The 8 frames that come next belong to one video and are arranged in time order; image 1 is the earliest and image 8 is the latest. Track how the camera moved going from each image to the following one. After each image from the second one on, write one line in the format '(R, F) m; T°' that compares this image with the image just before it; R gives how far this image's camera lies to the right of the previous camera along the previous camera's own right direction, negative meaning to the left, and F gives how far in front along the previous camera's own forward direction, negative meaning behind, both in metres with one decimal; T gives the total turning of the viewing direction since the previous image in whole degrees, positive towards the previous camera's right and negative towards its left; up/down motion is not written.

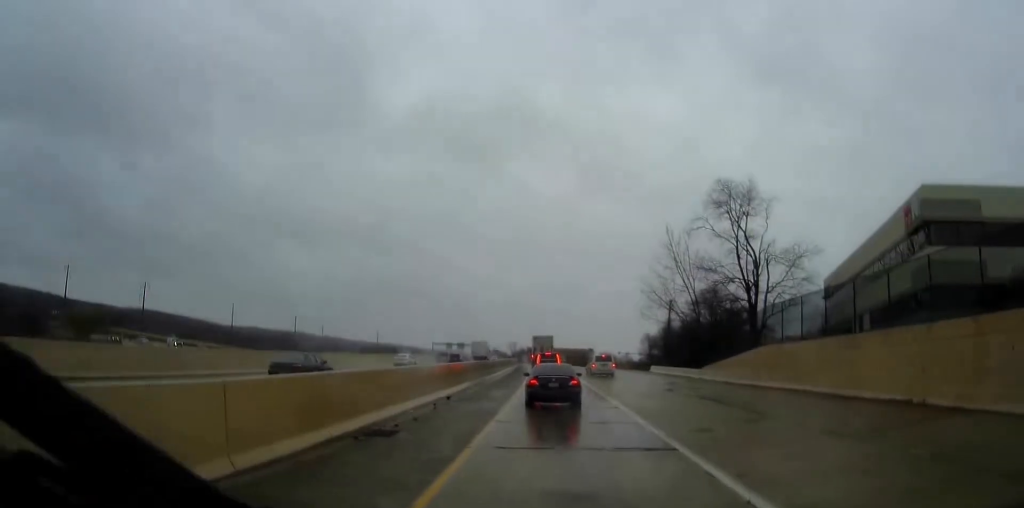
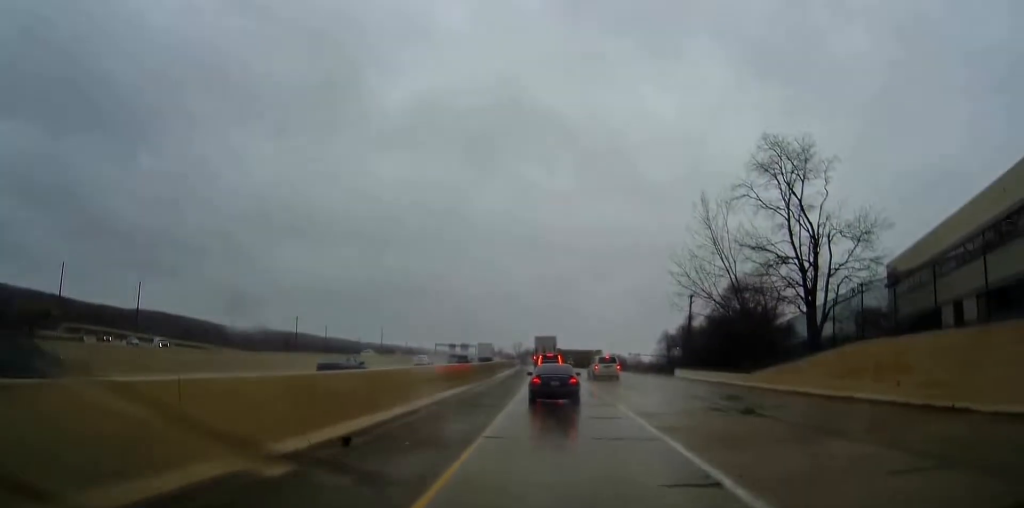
(-0.1, +12.0) m; -1°
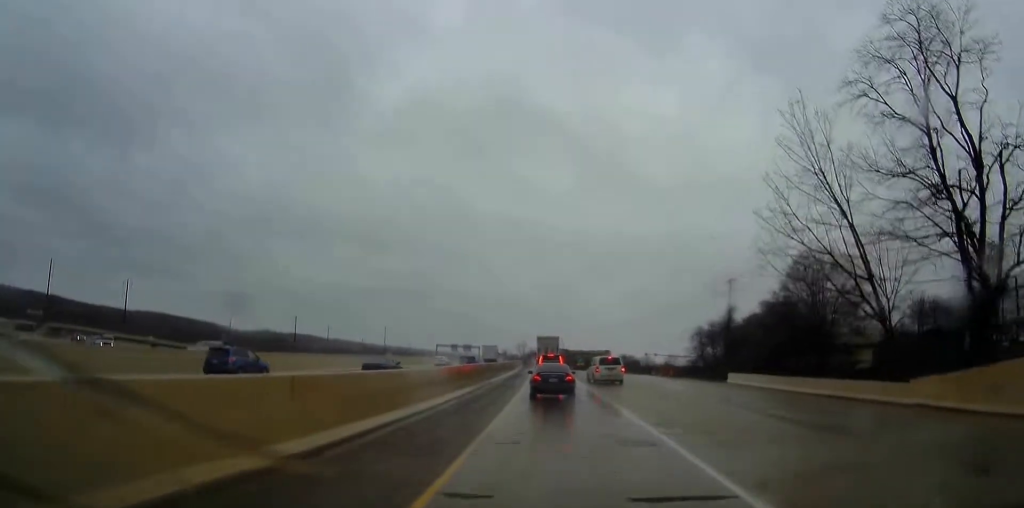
(-0.2, +18.4) m; -2°
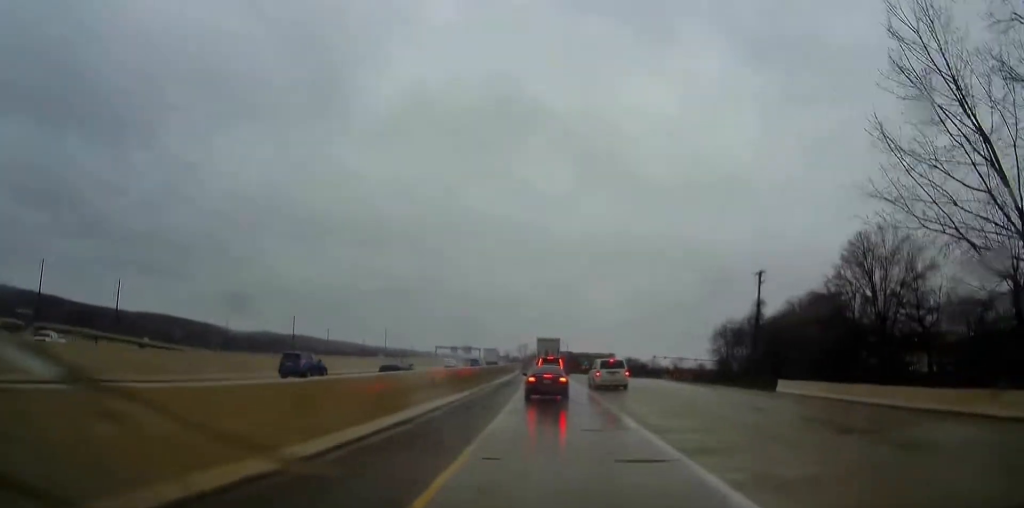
(-0.1, +10.5) m; -1°
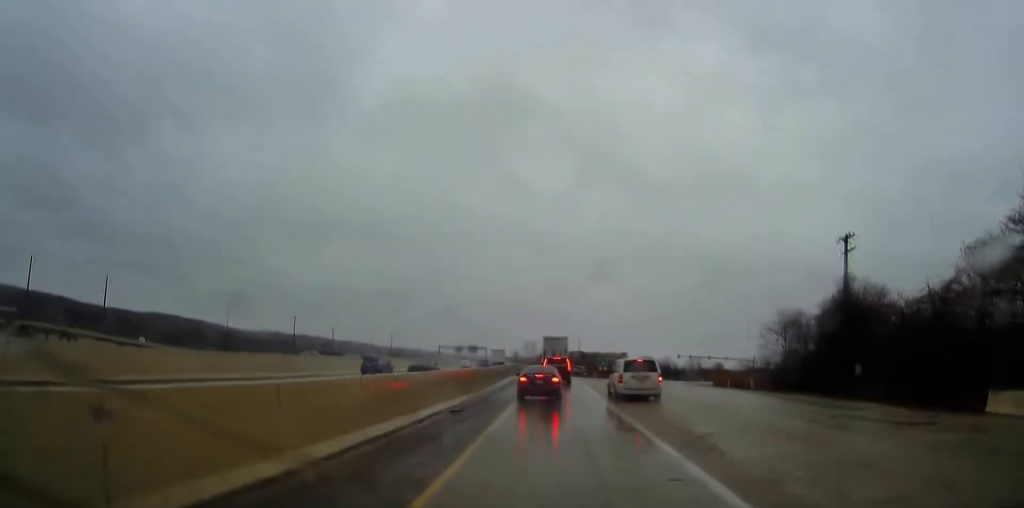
(-0.2, +19.5) m; -1°
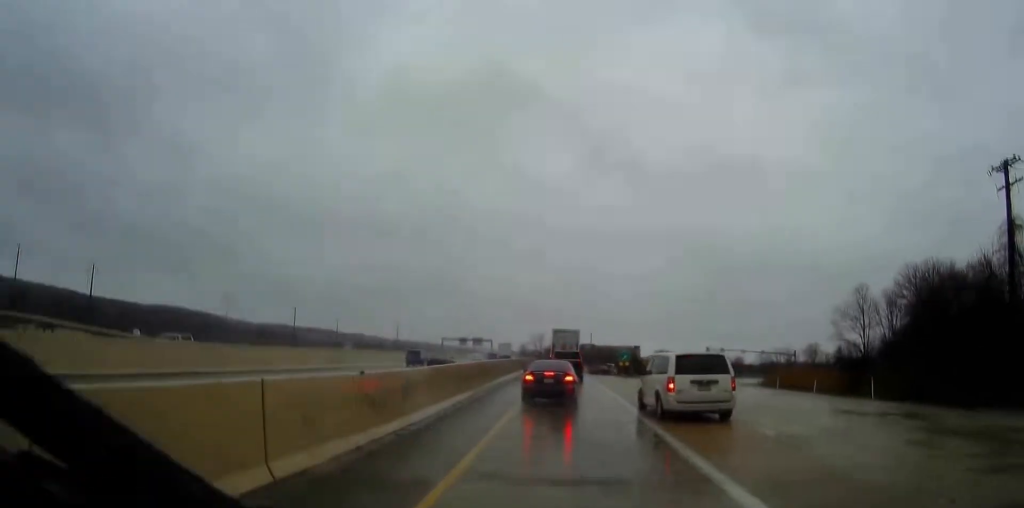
(-0.1, +18.9) m; 0°
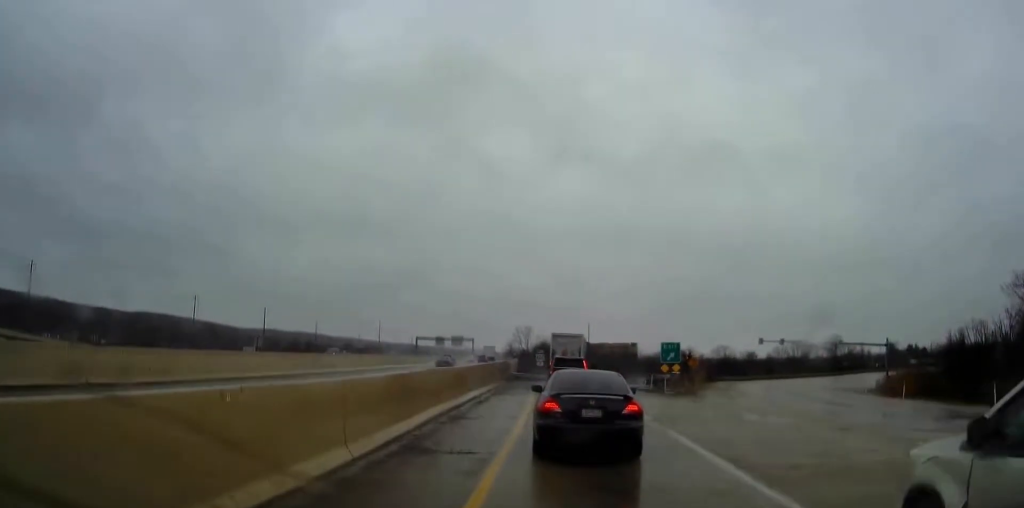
(+1.1, +38.7) m; +2°
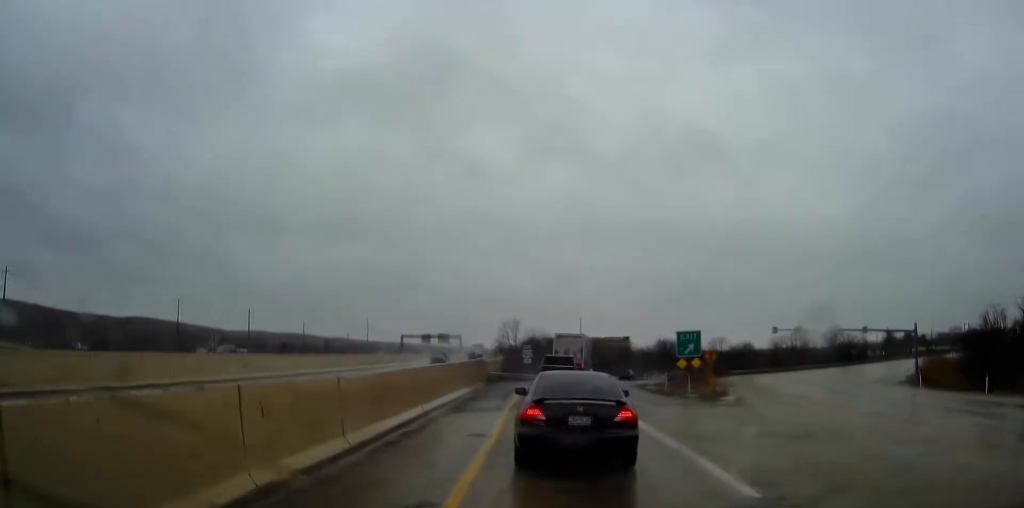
(-0.3, +9.8) m; +1°
